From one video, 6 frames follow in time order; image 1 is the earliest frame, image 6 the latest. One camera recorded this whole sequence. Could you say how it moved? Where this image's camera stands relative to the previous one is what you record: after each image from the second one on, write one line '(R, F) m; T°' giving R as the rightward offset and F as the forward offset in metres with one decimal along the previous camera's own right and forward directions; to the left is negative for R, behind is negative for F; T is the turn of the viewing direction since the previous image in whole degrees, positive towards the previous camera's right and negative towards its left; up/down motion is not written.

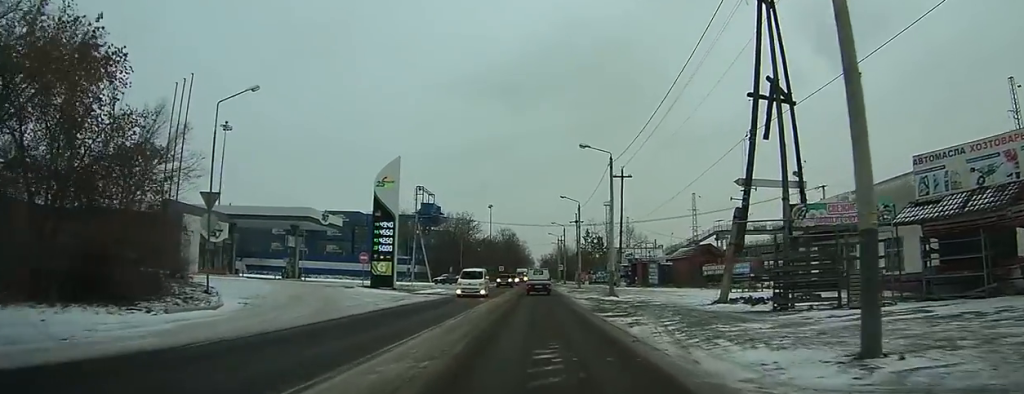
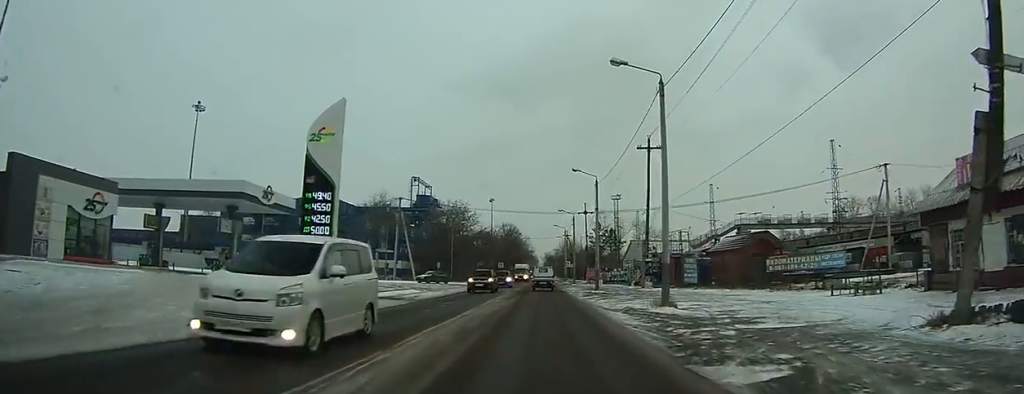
(+0.1, +13.7) m; -1°
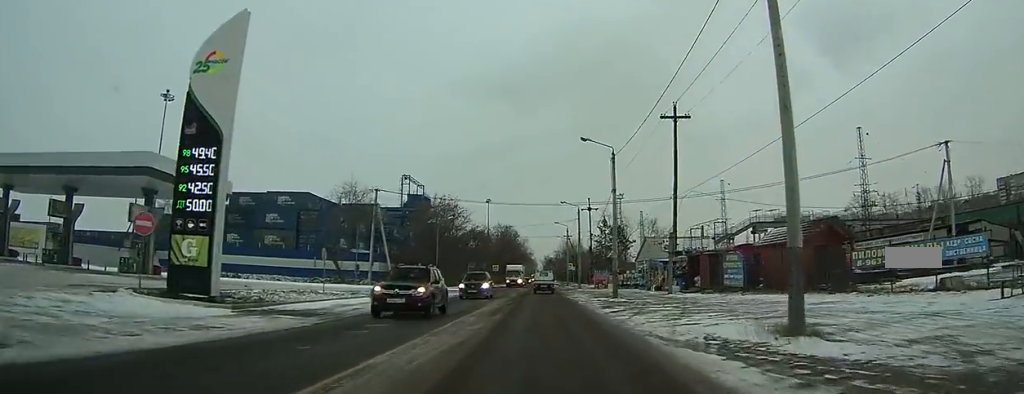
(-0.2, +10.8) m; -1°
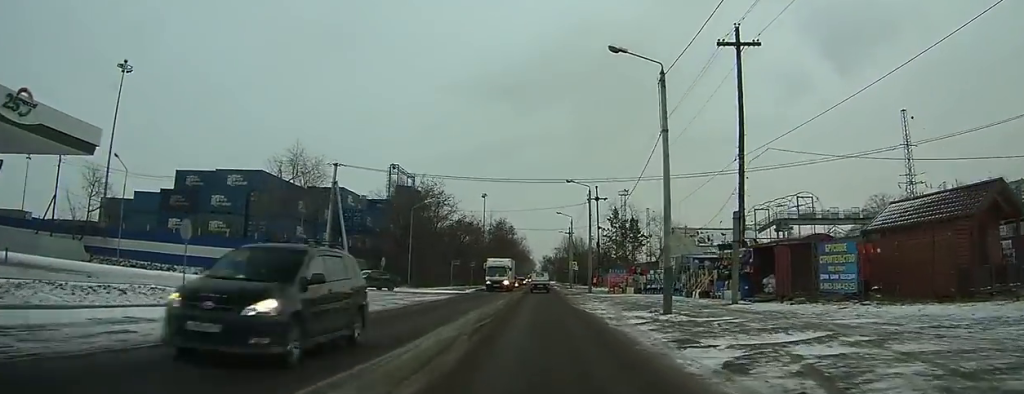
(0.0, +13.4) m; +1°
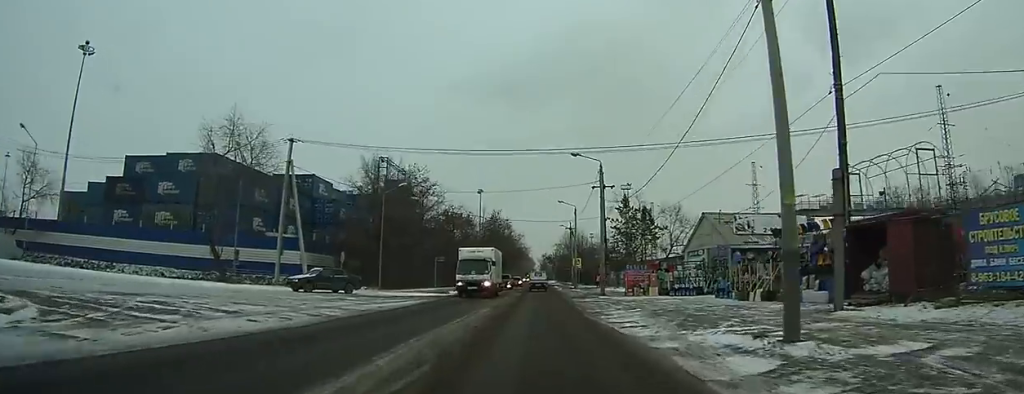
(+0.1, +9.4) m; 0°
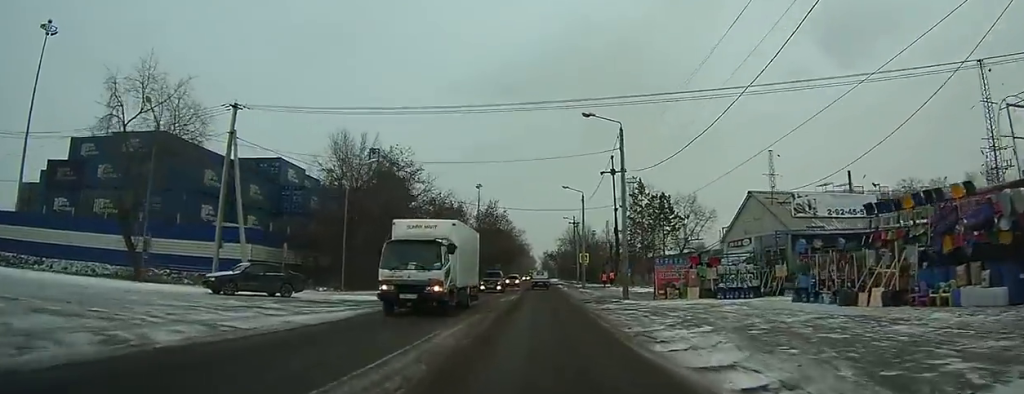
(-0.1, +8.7) m; 0°
